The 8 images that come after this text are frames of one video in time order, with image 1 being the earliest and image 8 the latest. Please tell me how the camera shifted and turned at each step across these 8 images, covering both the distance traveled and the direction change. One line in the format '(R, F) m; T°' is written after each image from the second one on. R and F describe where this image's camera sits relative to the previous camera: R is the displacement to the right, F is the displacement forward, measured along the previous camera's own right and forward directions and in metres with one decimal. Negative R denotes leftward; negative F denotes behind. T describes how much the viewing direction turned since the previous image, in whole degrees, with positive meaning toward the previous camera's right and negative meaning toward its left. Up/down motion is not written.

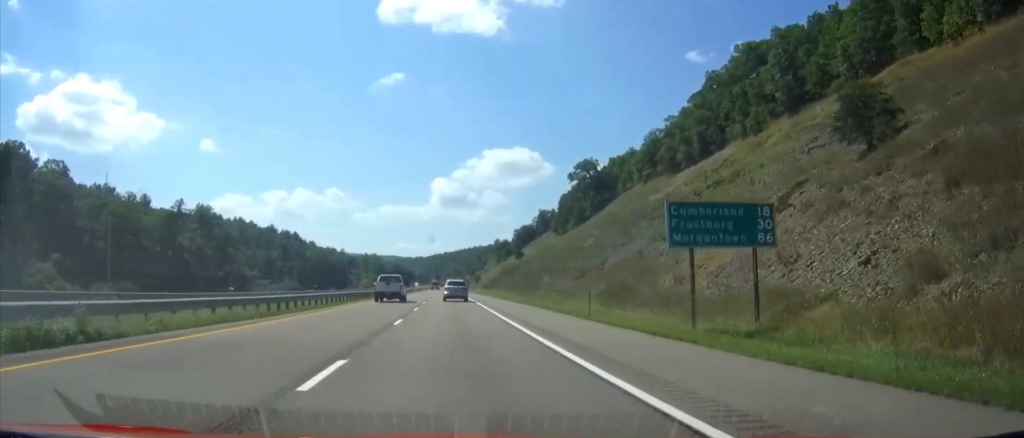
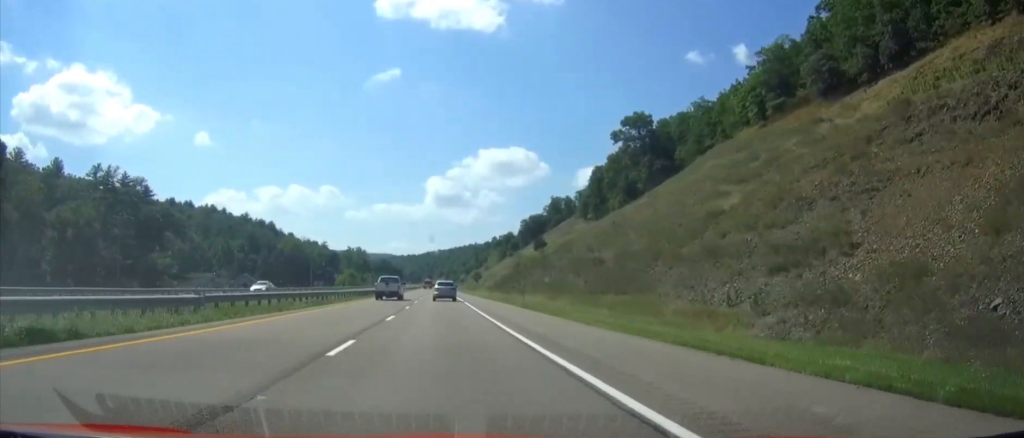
(+1.2, +60.4) m; +1°
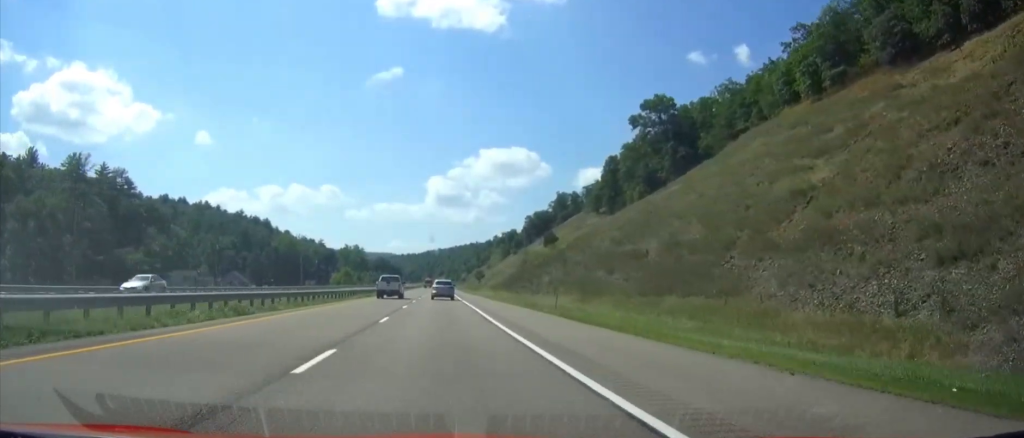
(+0.1, +14.6) m; 0°
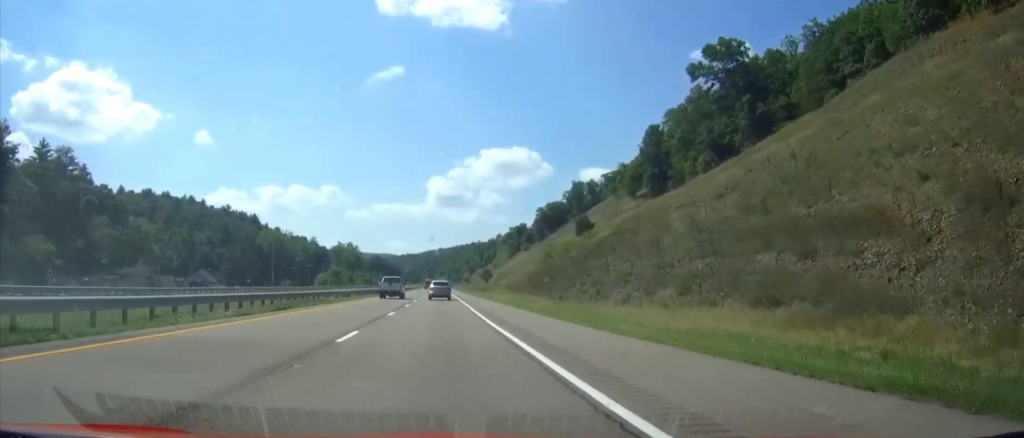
(-0.1, +33.8) m; 0°
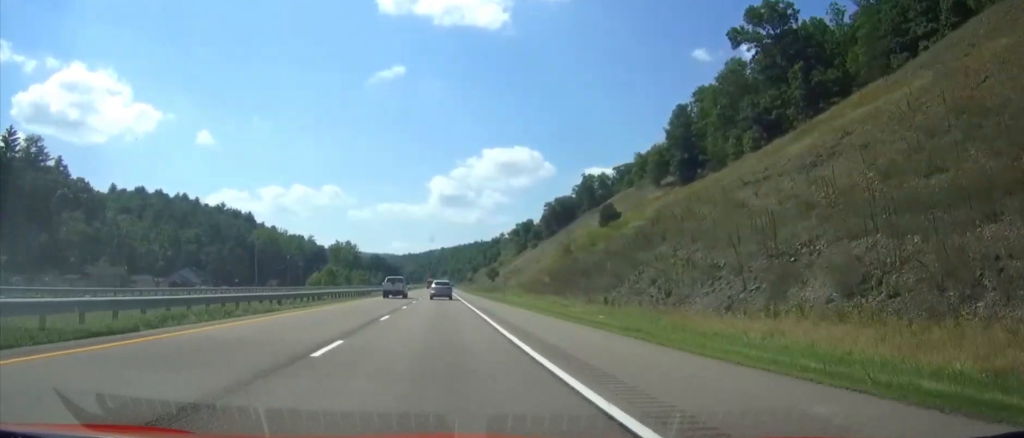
(0.0, +15.8) m; 0°
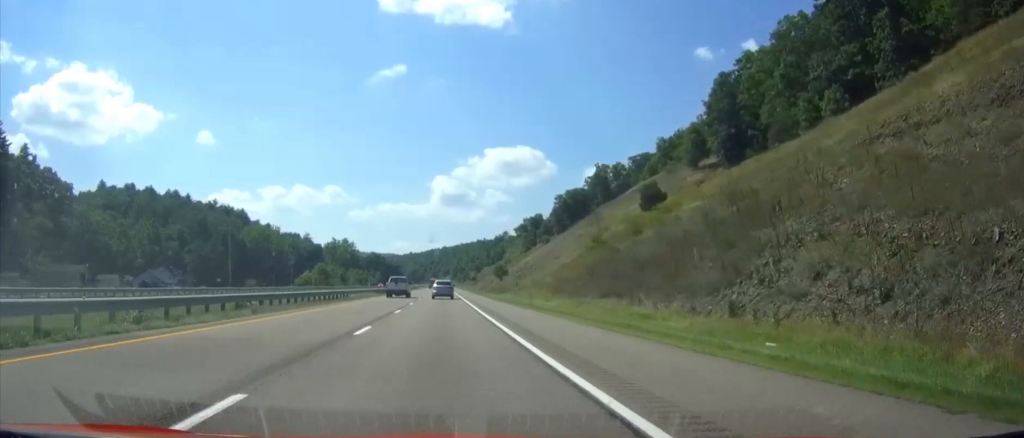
(+0.1, +19.3) m; 0°
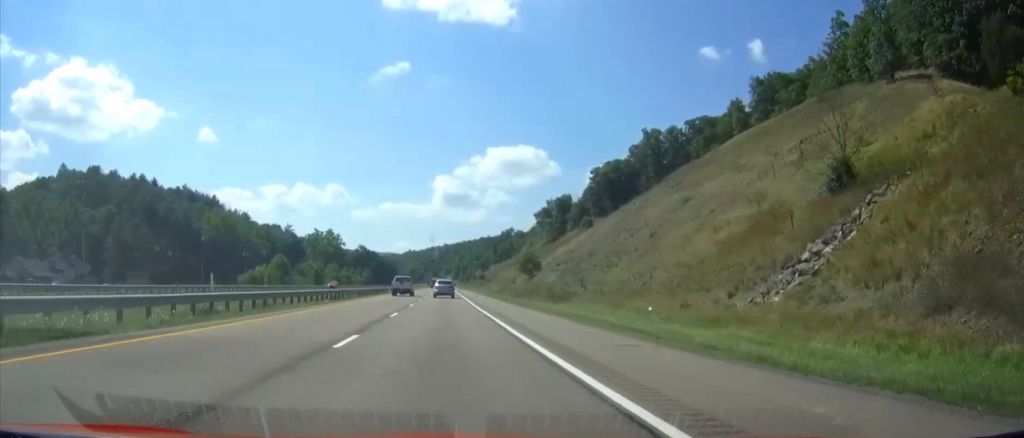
(-0.5, +54.7) m; -1°
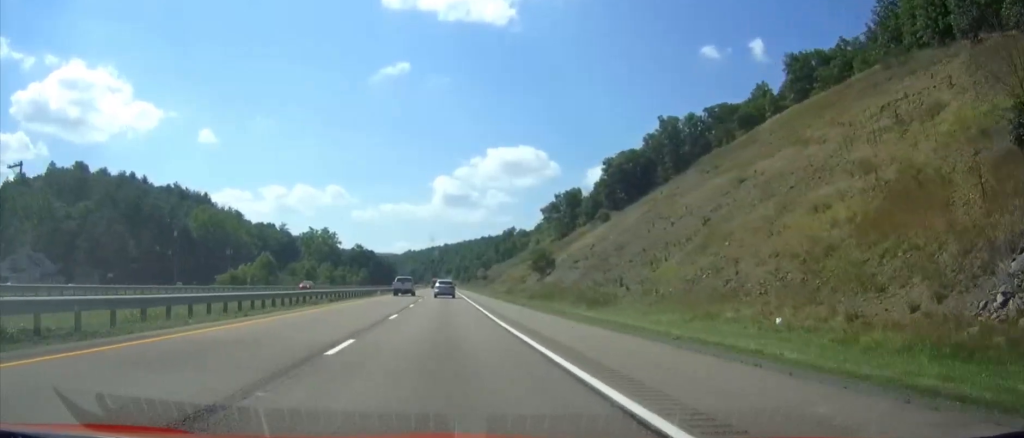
(0.0, +13.7) m; 0°
